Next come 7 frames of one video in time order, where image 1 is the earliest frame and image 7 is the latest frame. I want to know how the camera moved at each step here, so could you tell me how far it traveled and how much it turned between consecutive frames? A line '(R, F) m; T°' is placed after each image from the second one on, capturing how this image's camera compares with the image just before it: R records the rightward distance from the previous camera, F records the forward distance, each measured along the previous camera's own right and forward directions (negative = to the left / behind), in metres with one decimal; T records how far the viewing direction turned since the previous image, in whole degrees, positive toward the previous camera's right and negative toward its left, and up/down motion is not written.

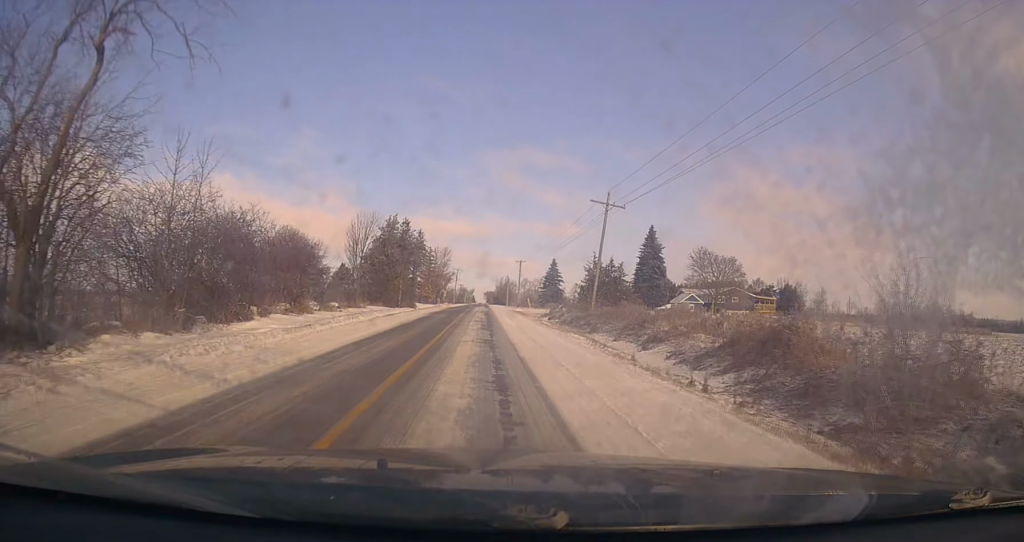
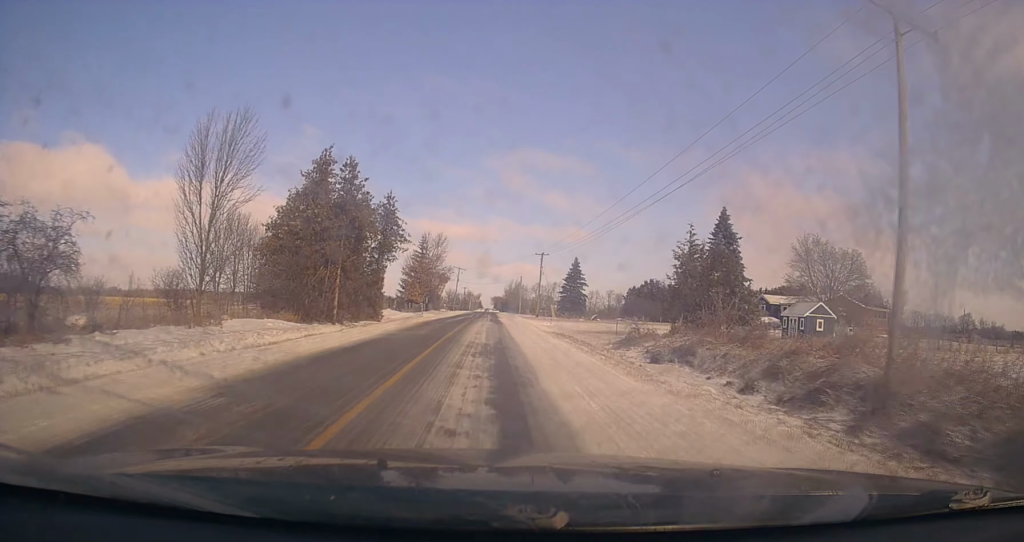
(+0.1, +32.4) m; 0°
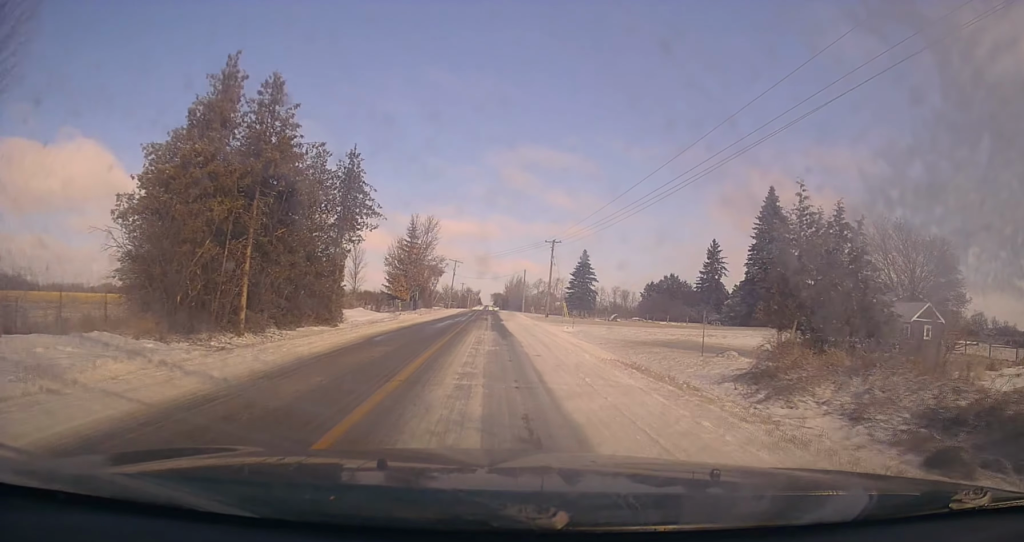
(+0.1, +14.6) m; +1°
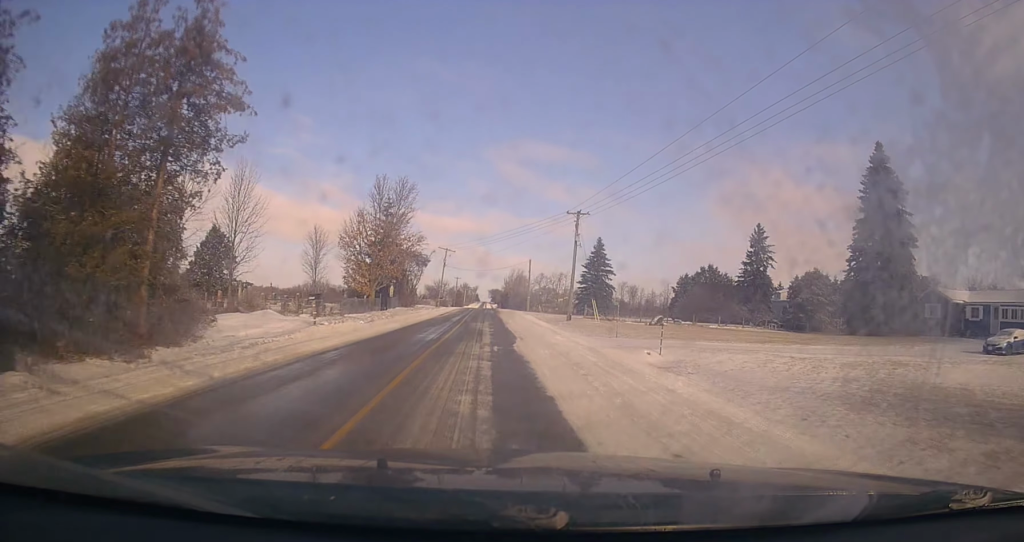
(+0.2, +21.5) m; 0°
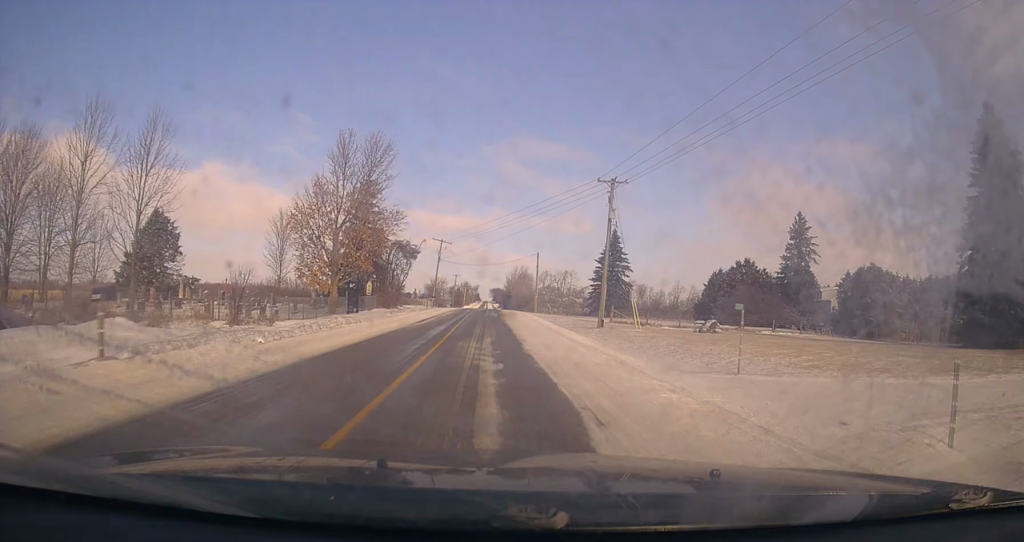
(0.0, +13.8) m; -1°
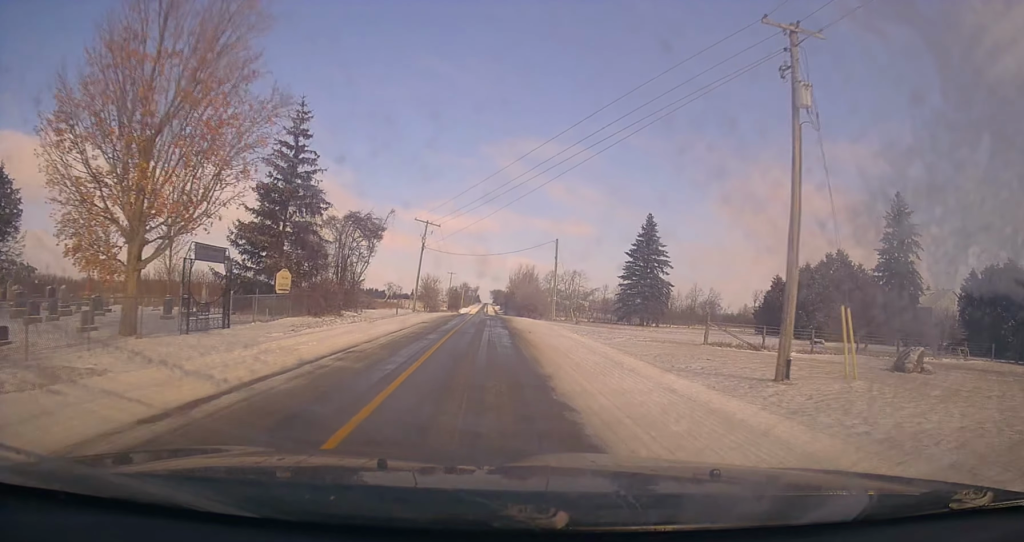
(-0.5, +23.0) m; -1°
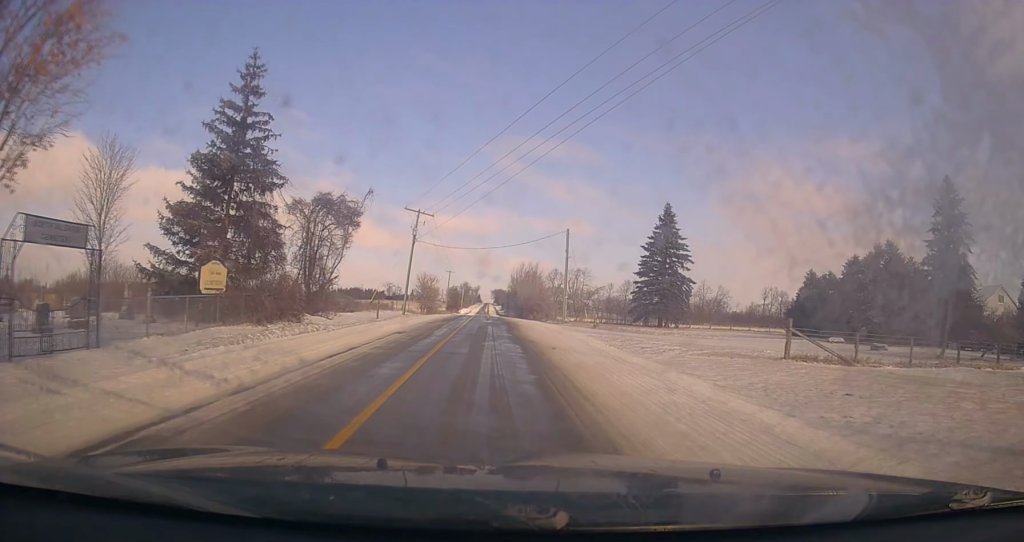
(0.0, +8.5) m; +1°
